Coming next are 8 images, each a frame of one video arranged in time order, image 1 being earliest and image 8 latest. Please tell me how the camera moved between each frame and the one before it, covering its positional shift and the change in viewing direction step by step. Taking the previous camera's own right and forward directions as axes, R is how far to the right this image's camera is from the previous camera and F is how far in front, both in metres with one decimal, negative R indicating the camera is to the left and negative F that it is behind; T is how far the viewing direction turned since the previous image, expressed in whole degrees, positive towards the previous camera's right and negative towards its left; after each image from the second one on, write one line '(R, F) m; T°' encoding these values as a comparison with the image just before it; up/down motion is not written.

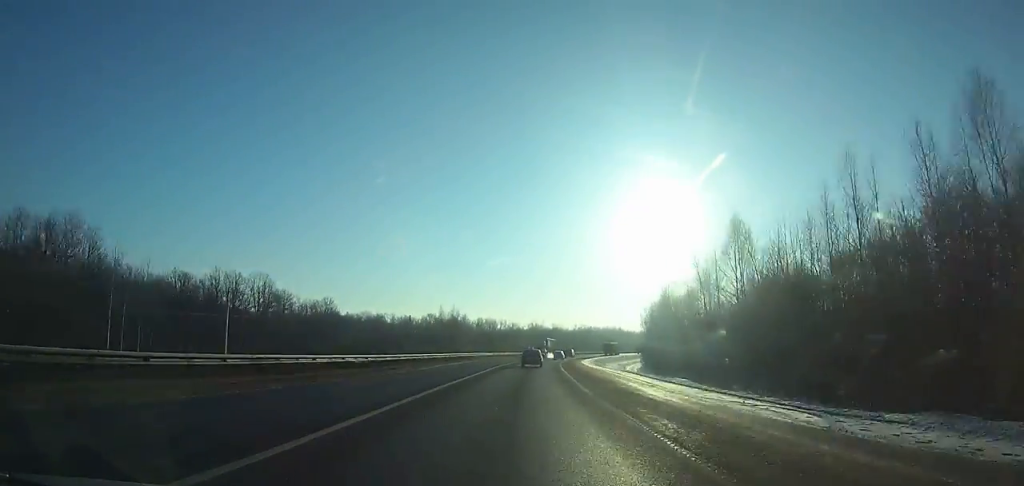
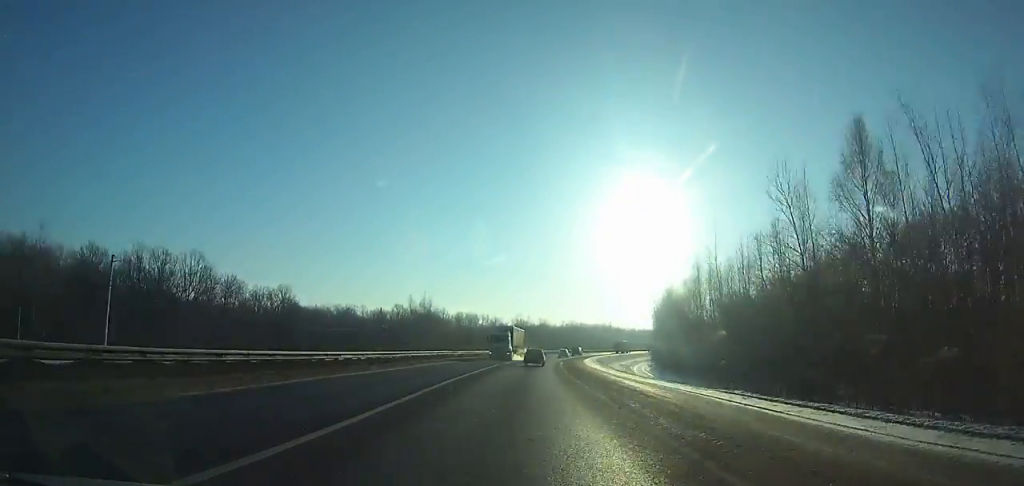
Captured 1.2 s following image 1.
(+0.3, +23.7) m; +2°
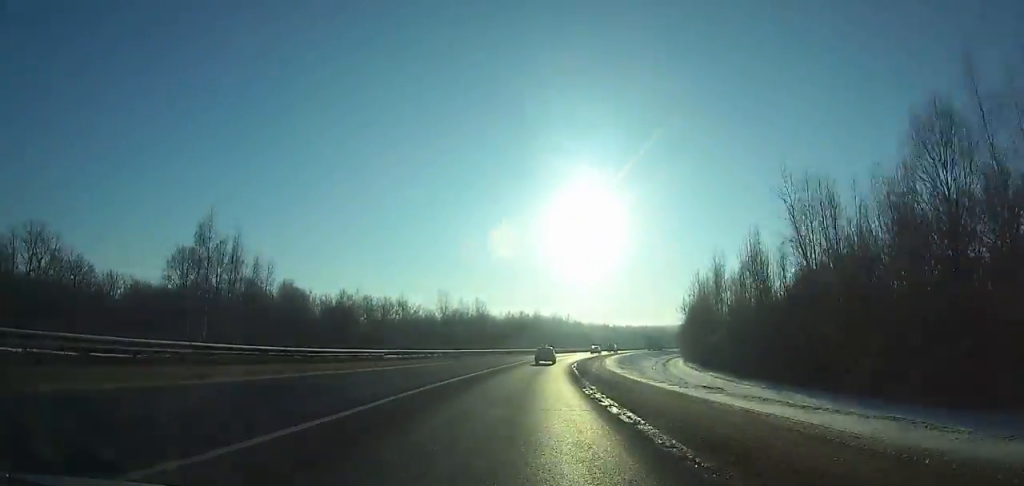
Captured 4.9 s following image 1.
(+3.5, +73.2) m; +7°
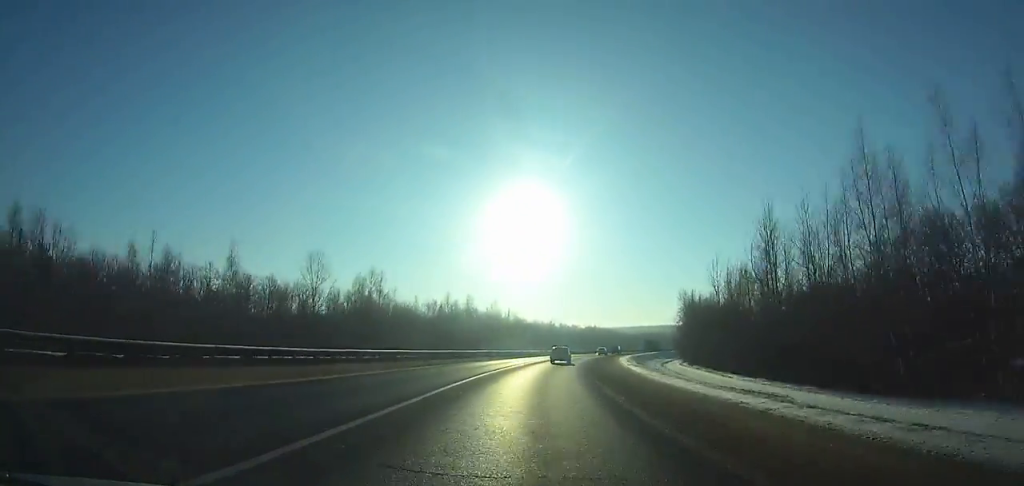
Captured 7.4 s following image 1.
(+3.1, +49.3) m; +6°
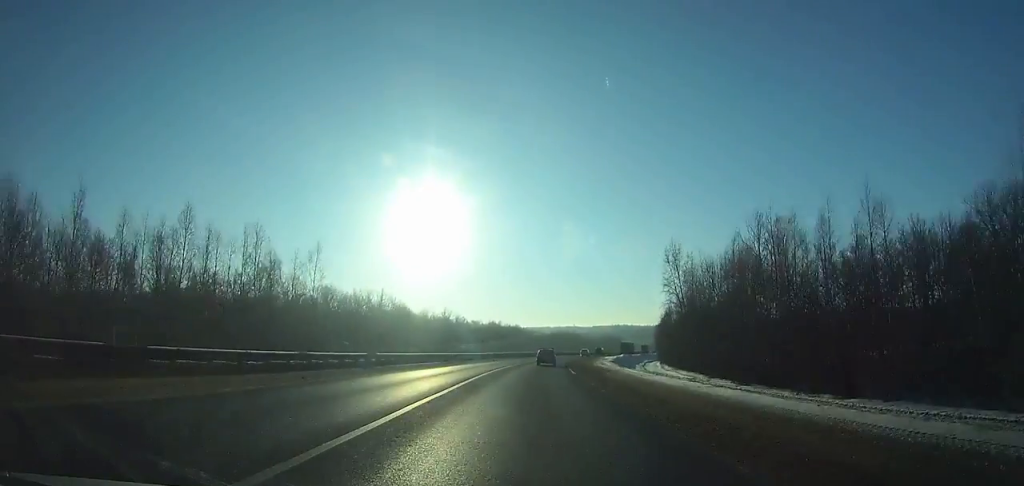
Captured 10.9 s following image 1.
(+4.9, +68.1) m; +8°
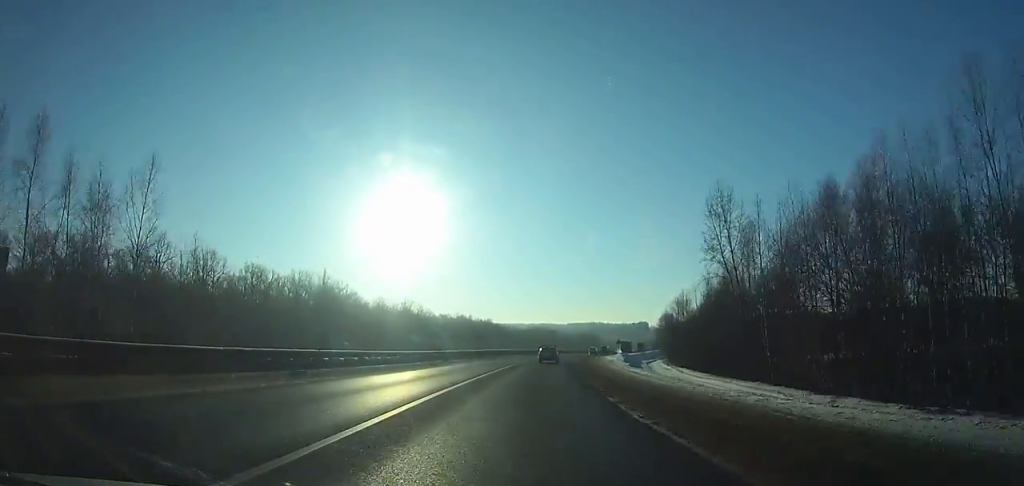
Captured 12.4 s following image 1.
(+1.0, +28.9) m; +3°
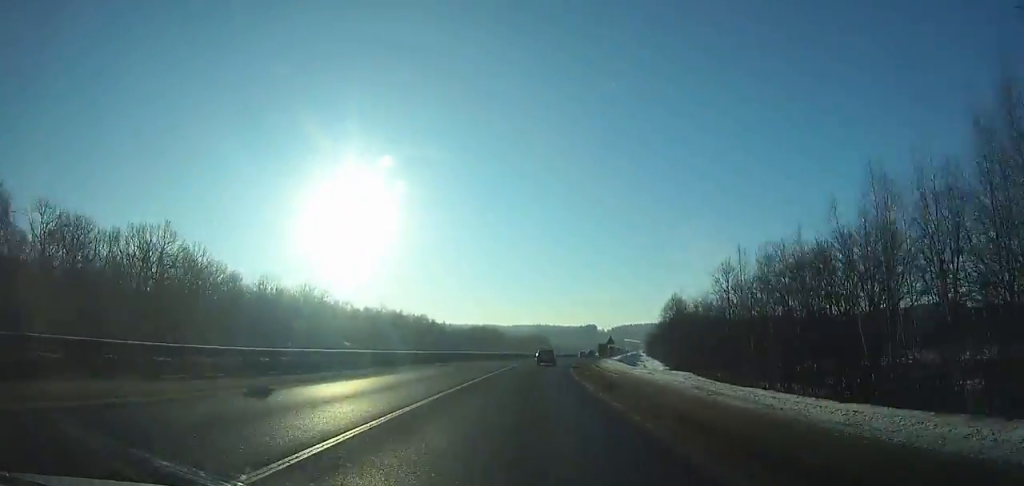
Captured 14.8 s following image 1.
(+1.4, +46.0) m; +5°
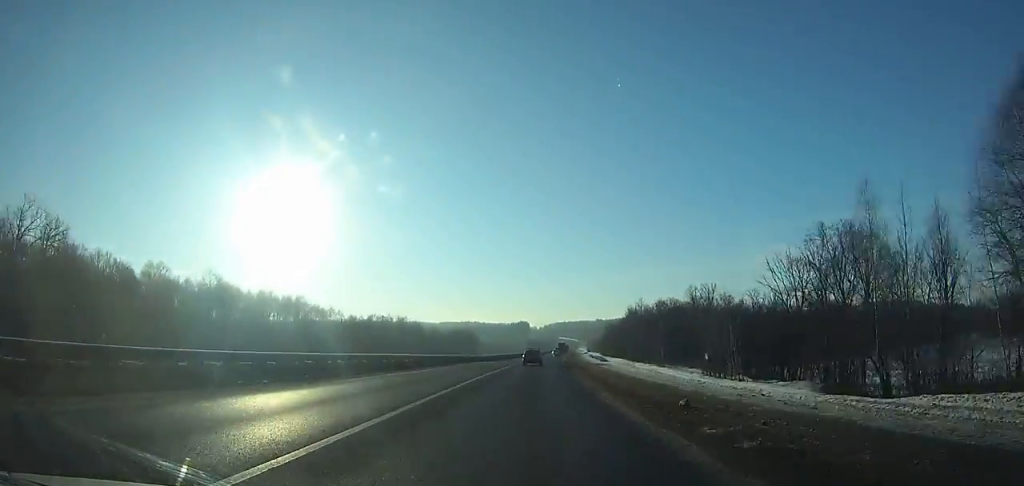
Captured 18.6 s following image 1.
(+5.5, +72.4) m; +7°
